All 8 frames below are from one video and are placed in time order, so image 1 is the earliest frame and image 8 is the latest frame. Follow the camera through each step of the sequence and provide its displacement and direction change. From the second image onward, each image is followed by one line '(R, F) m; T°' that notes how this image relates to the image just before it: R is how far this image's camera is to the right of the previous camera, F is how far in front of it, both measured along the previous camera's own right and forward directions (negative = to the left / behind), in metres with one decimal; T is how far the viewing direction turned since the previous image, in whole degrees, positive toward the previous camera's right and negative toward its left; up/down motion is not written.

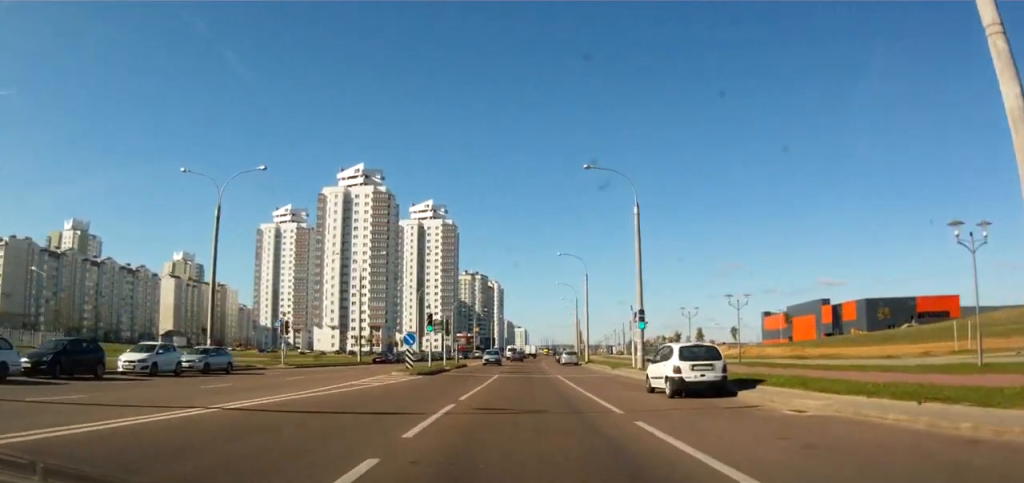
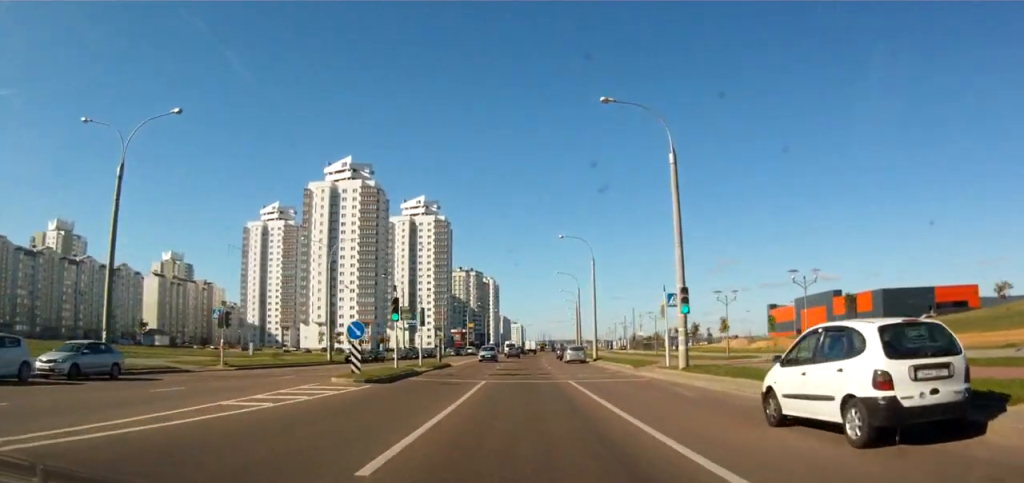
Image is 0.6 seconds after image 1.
(+0.3, +10.5) m; 0°
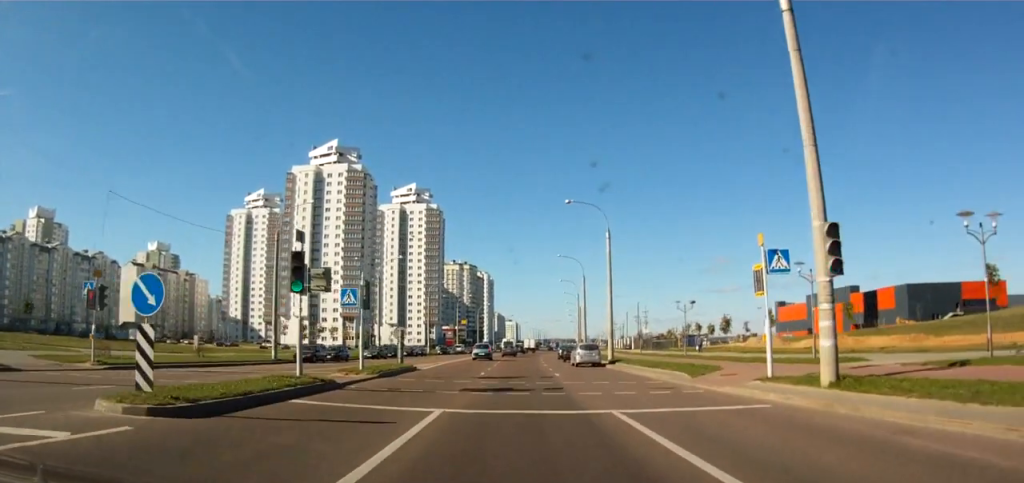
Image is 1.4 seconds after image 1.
(+0.1, +13.3) m; 0°
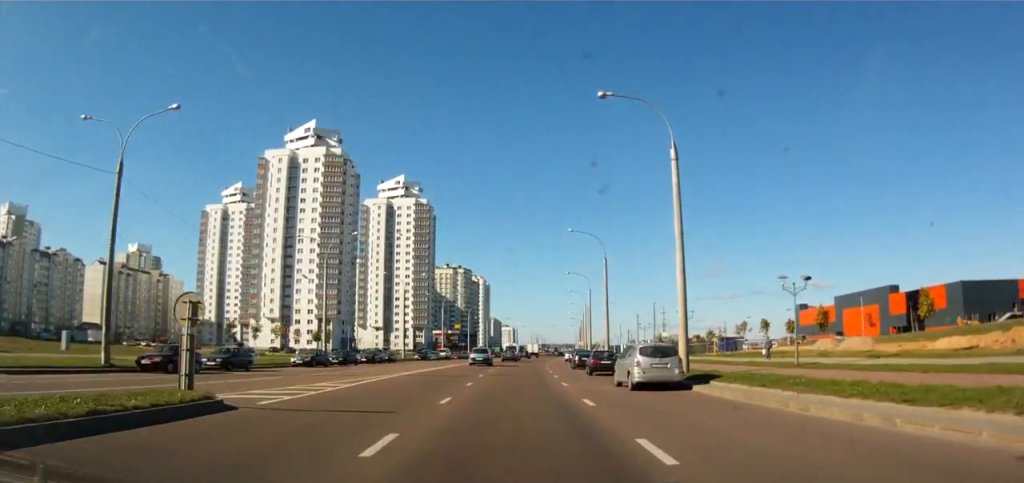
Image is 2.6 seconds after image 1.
(-0.1, +21.7) m; +1°
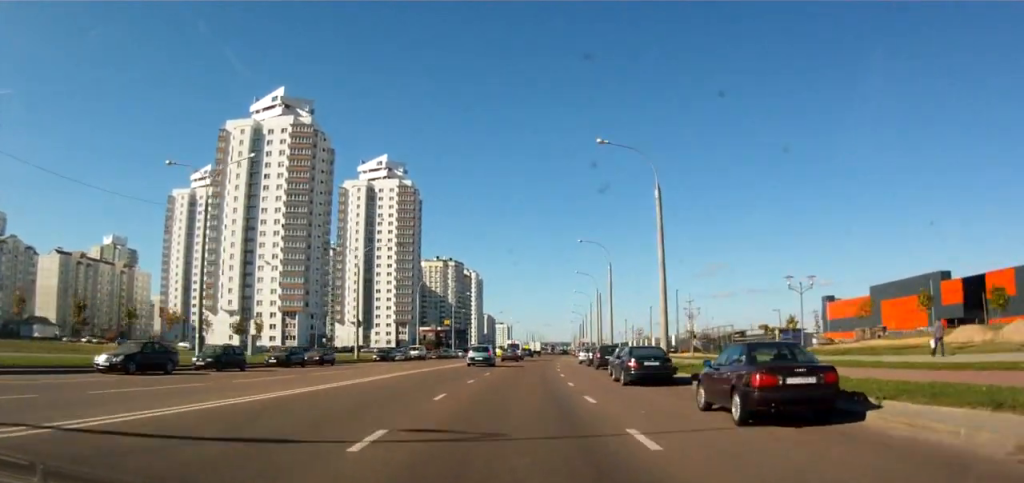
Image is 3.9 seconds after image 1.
(+0.4, +23.3) m; +1°
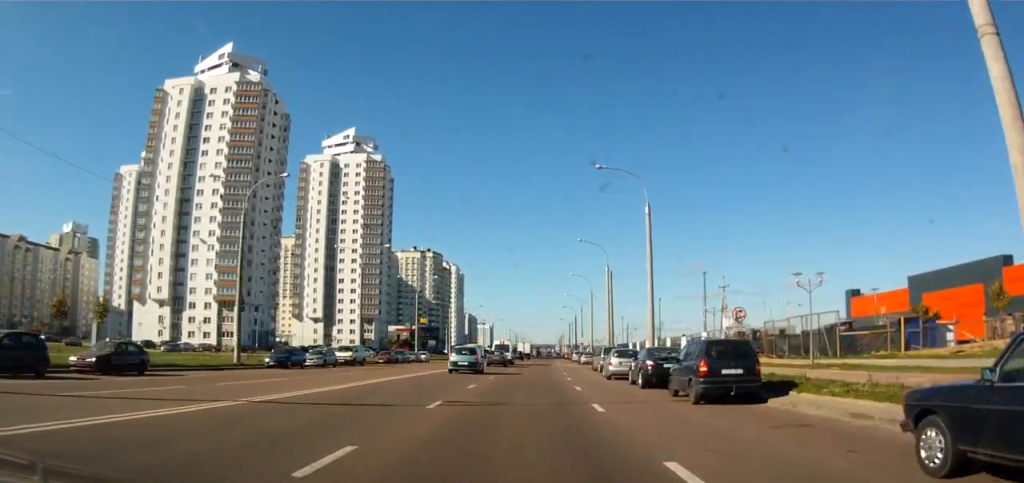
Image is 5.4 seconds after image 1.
(0.0, +25.6) m; 0°
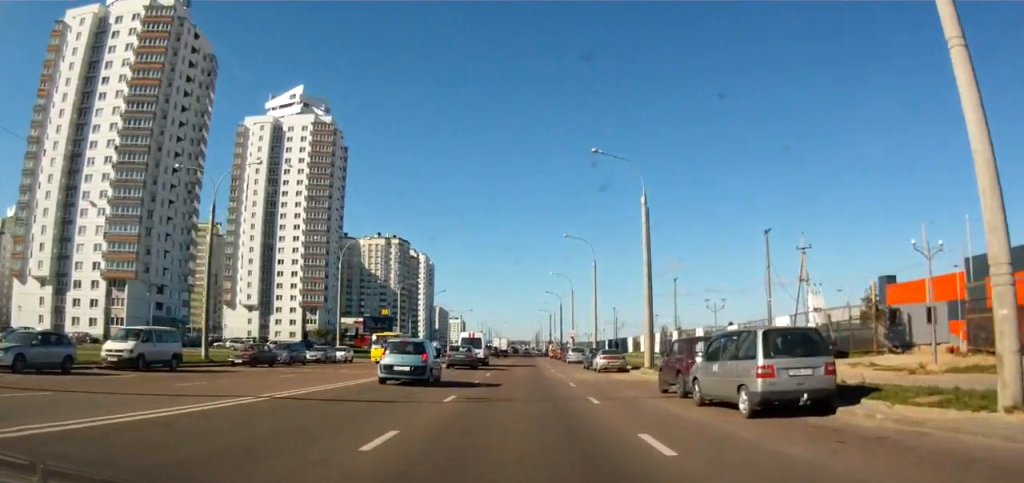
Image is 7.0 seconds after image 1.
(+0.8, +30.0) m; +3°
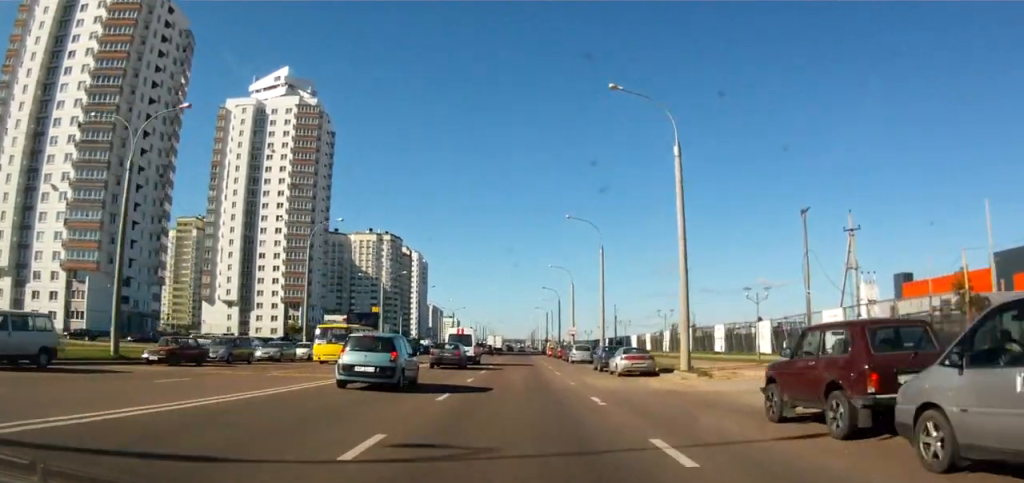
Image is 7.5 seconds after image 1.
(0.0, +8.6) m; 0°
